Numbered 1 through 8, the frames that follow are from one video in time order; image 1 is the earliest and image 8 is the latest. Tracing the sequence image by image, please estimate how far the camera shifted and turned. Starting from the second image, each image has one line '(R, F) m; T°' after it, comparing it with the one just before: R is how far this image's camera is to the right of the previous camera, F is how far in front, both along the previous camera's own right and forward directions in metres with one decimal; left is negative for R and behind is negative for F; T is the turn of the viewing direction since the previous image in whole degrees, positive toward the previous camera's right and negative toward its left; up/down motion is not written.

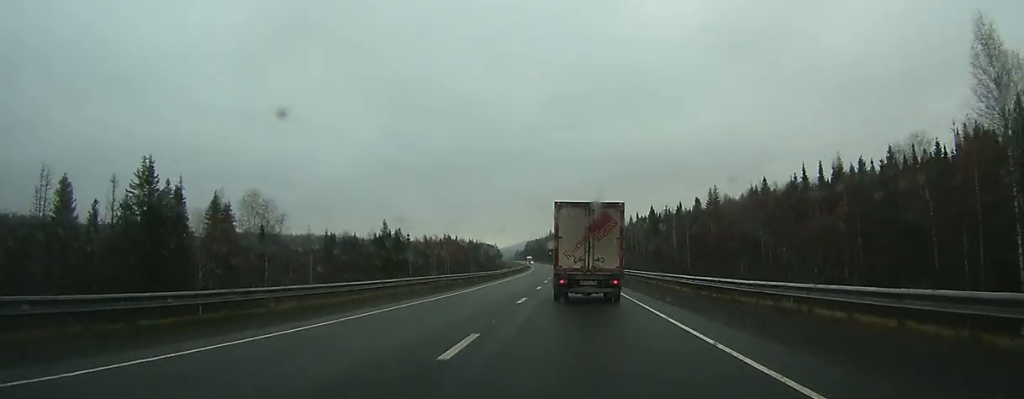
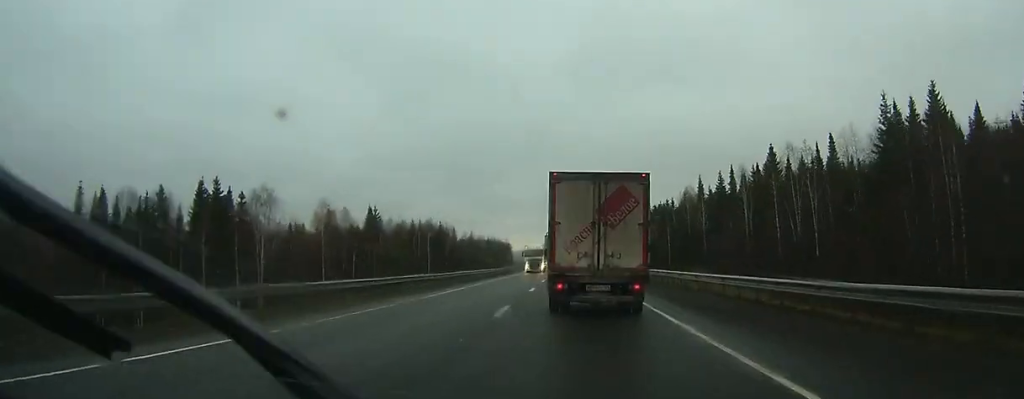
(-1.5, +112.1) m; -2°
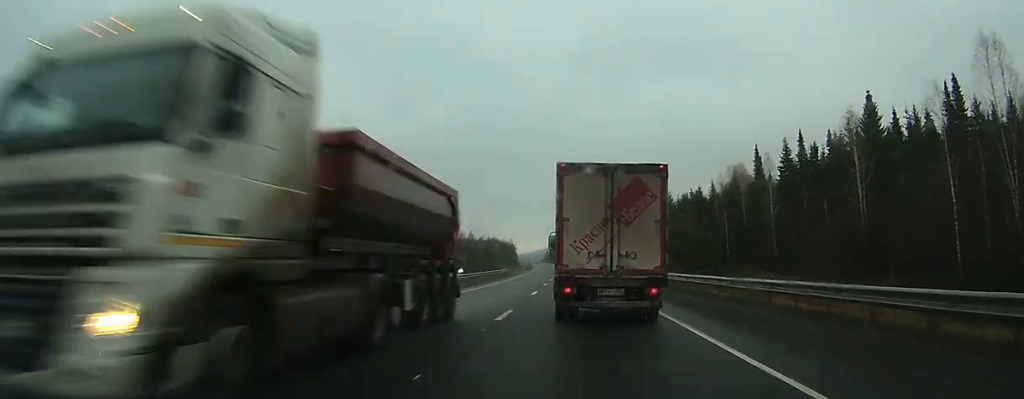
(-0.3, +38.0) m; -2°
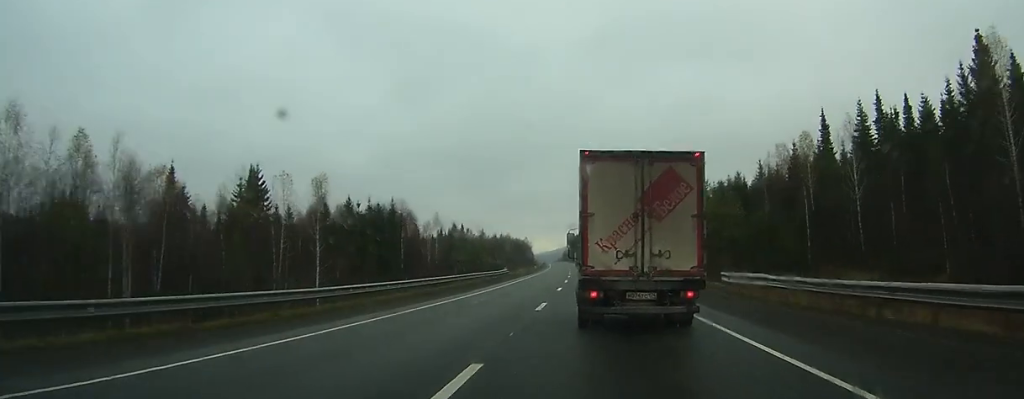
(-0.3, +21.5) m; -1°
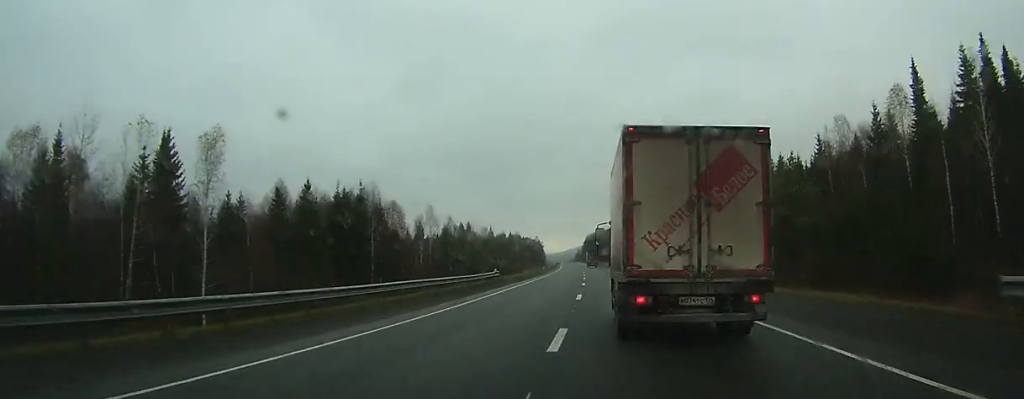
(-0.1, +20.1) m; -1°
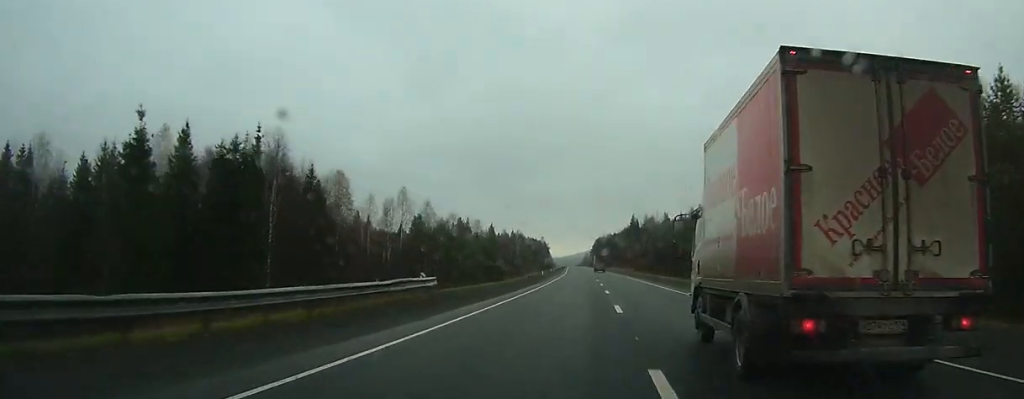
(-0.4, +28.5) m; -1°
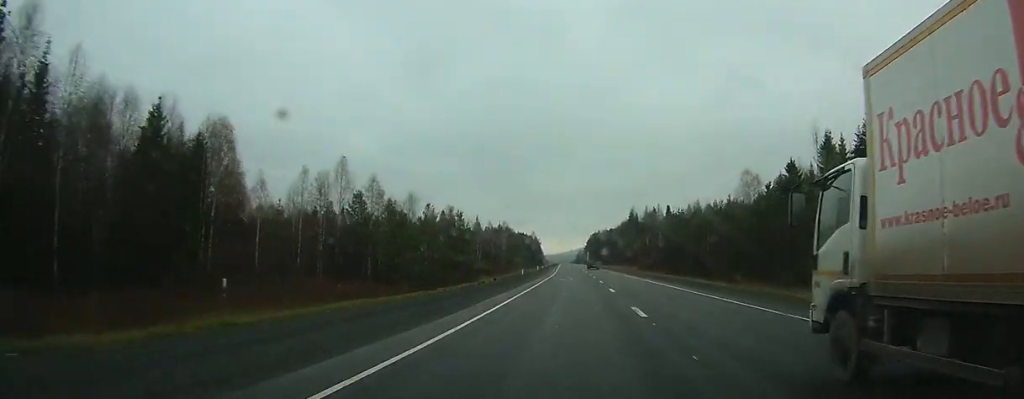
(-0.2, +25.6) m; 0°
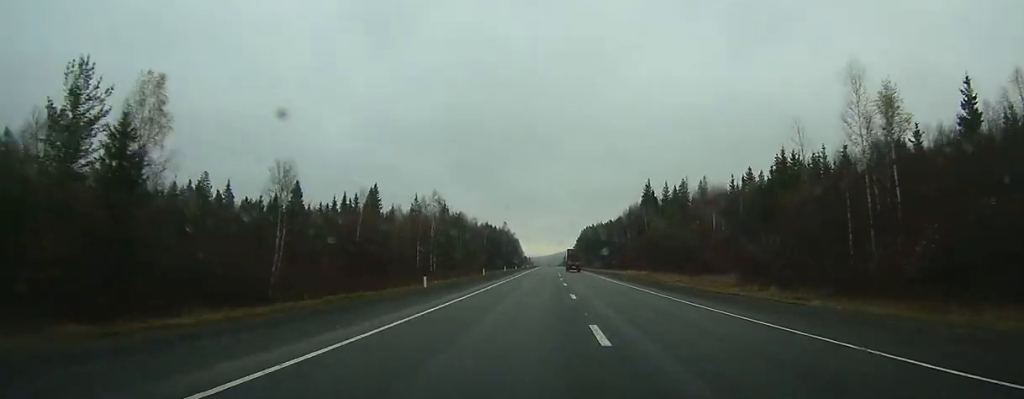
(+0.6, +84.9) m; +1°
